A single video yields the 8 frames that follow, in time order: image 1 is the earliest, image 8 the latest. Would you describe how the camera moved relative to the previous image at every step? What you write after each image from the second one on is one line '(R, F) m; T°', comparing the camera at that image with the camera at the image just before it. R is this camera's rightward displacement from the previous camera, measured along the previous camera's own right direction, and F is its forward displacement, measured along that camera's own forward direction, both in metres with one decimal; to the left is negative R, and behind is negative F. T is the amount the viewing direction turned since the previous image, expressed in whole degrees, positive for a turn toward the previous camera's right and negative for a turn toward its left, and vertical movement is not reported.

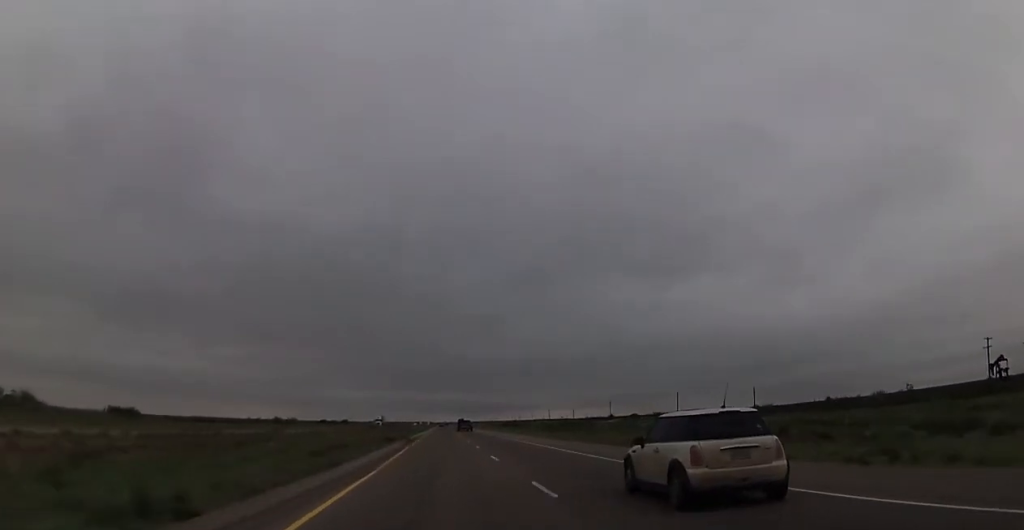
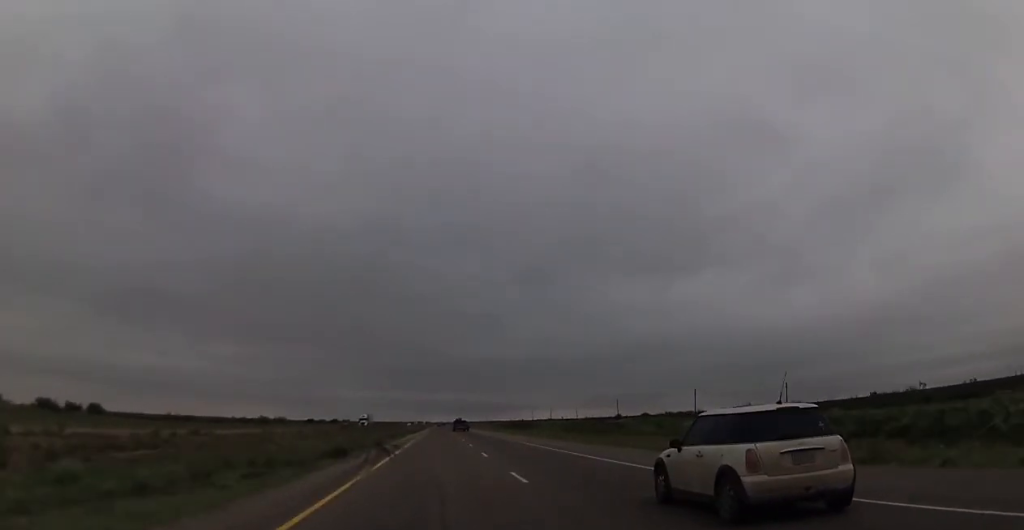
(-0.4, +21.1) m; 0°
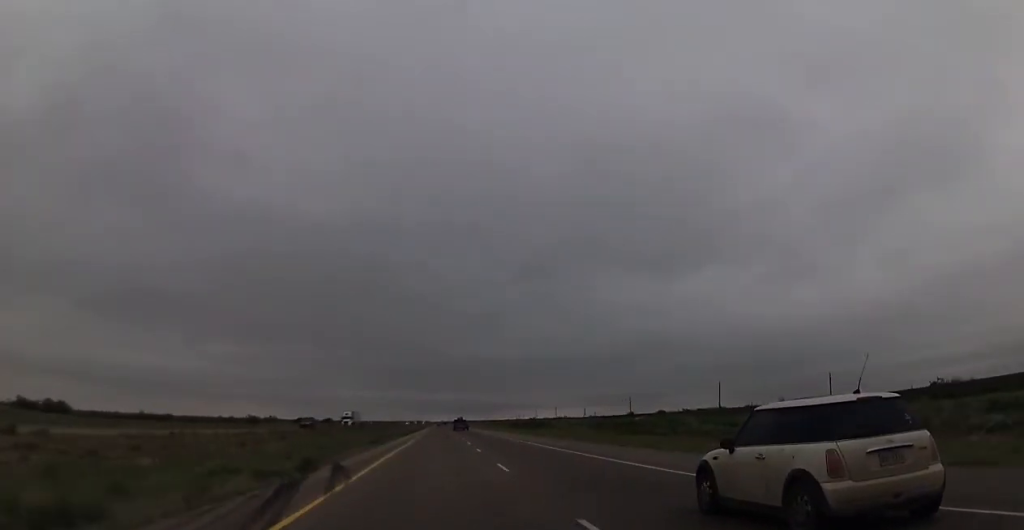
(0.0, +21.2) m; 0°
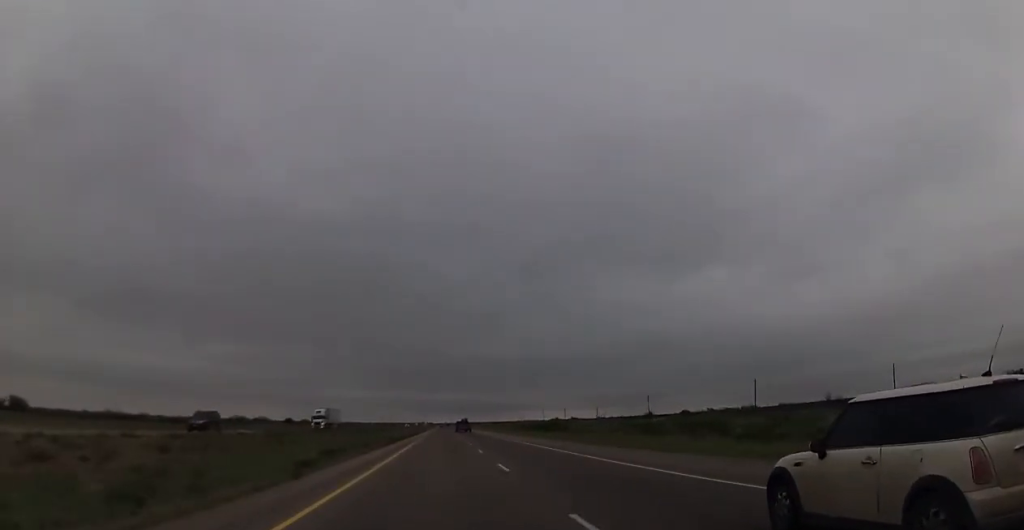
(+0.1, +23.6) m; 0°
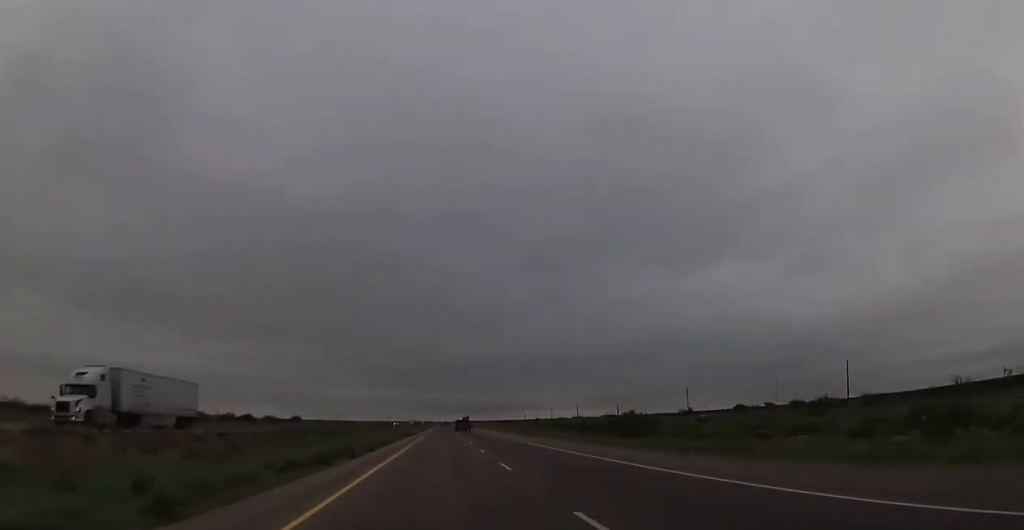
(0.0, +48.4) m; 0°
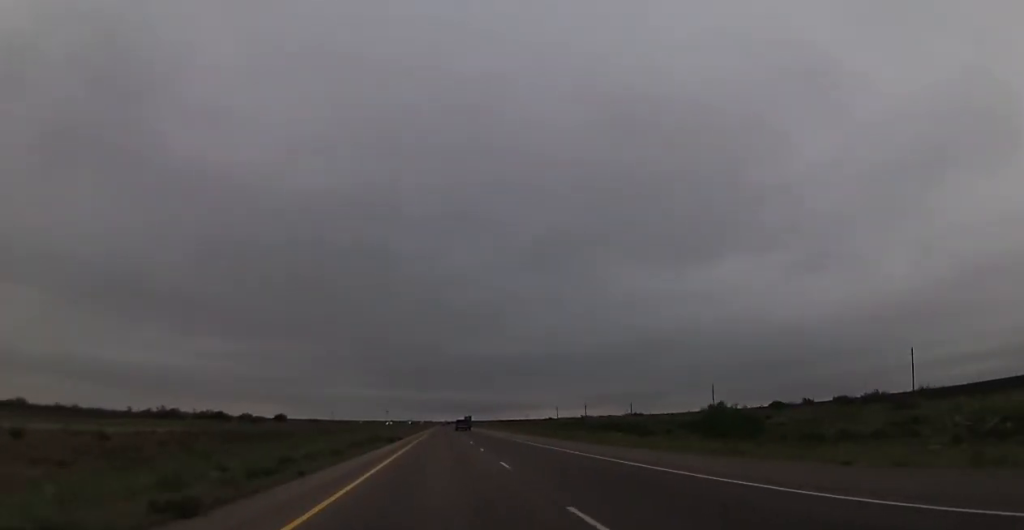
(0.0, +23.6) m; 0°
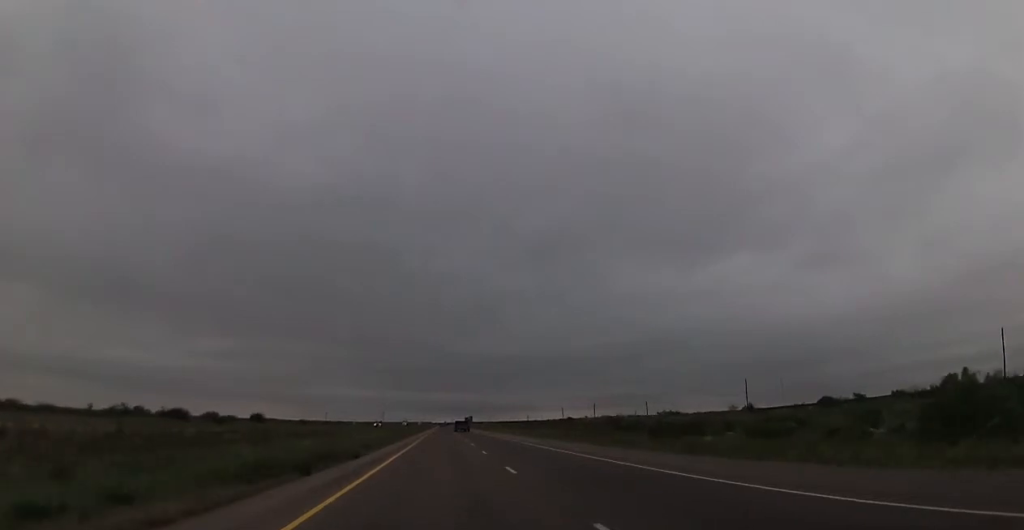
(-0.2, +26.0) m; 0°
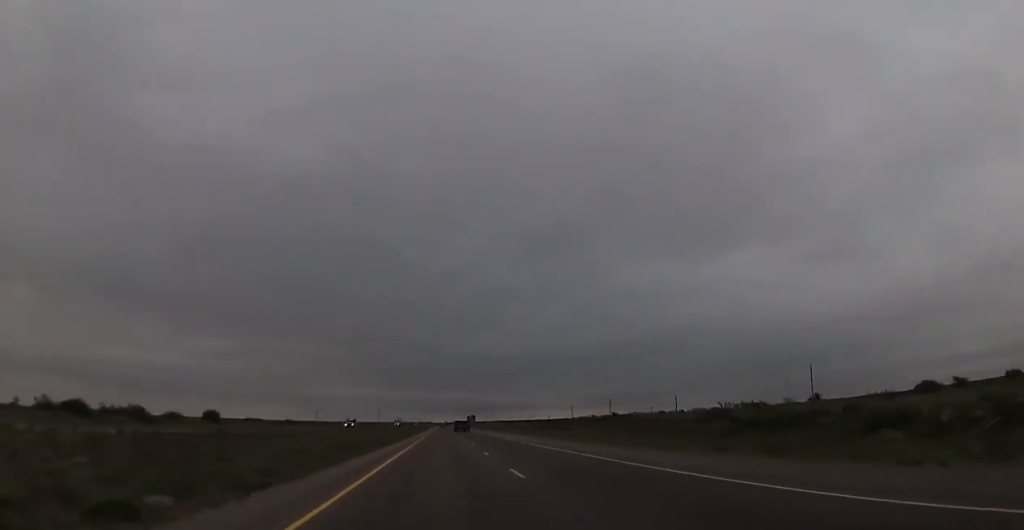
(+0.4, +37.8) m; 0°
